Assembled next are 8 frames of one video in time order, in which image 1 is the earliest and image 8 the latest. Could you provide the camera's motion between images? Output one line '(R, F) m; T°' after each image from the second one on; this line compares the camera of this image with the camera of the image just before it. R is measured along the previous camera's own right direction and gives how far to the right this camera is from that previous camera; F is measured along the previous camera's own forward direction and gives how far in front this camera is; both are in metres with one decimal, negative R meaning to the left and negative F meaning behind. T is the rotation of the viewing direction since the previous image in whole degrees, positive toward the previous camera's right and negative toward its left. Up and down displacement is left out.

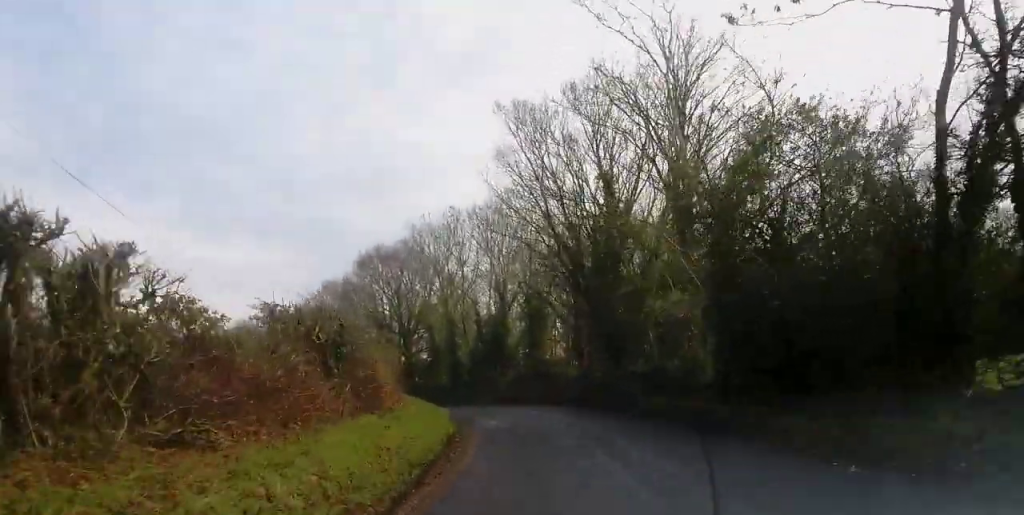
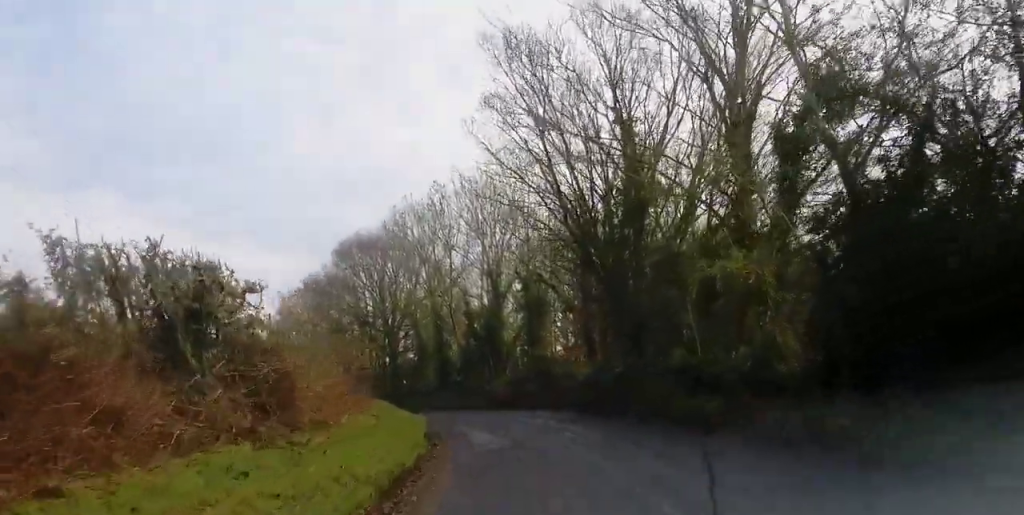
(-0.2, +6.7) m; -4°
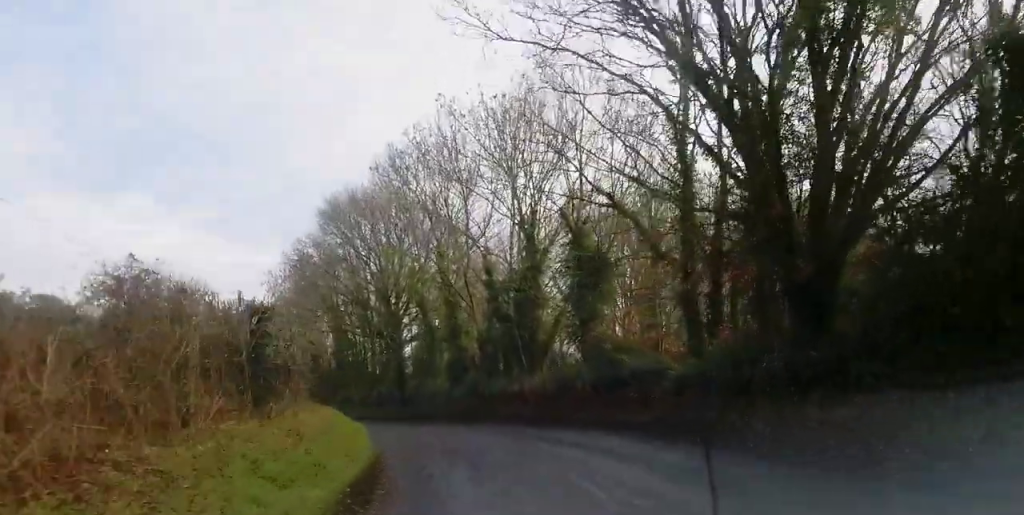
(-0.3, +13.5) m; +3°
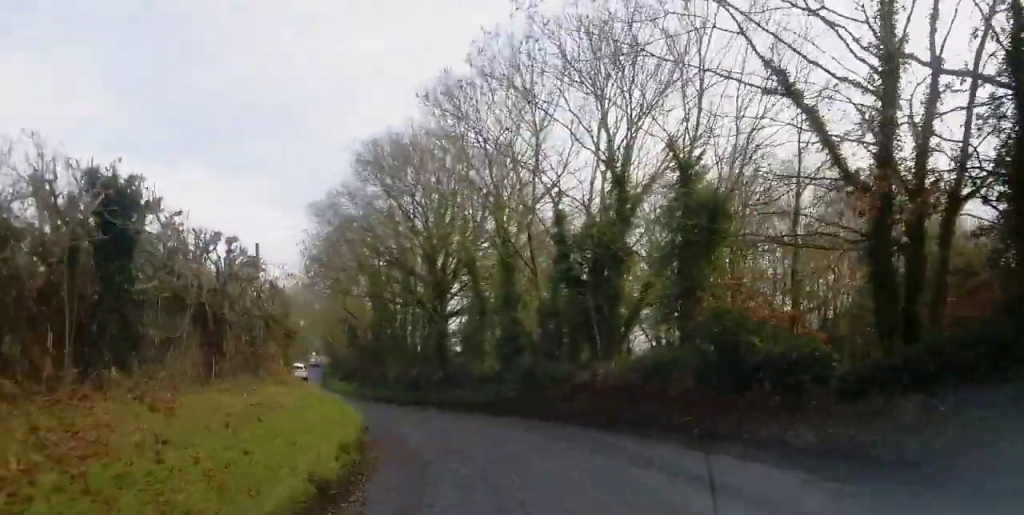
(+0.7, +6.3) m; 0°
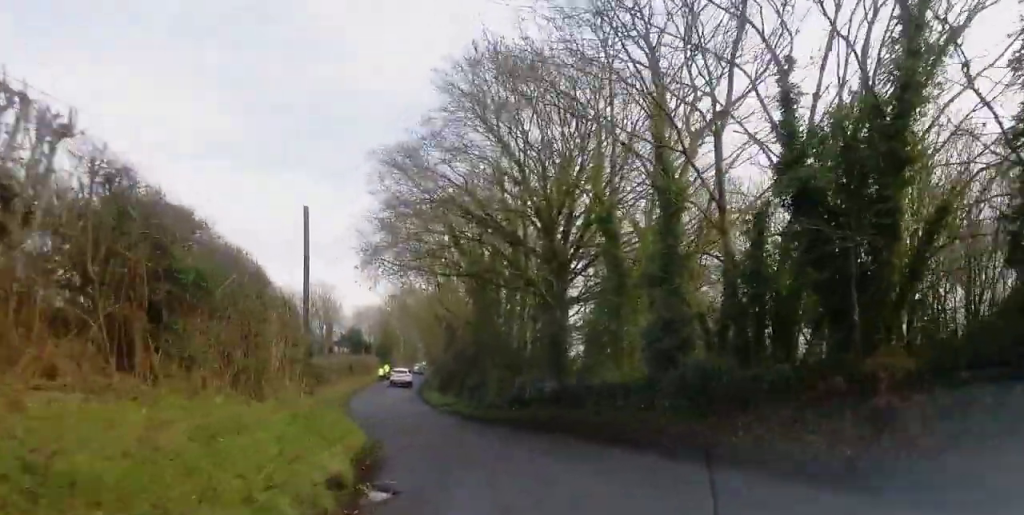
(-0.5, +10.2) m; -8°
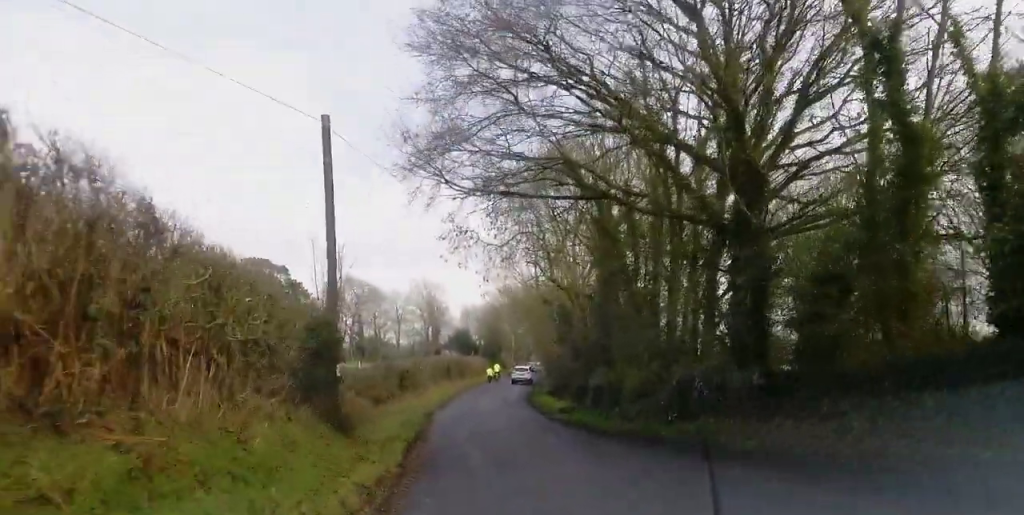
(-1.0, +10.6) m; -9°
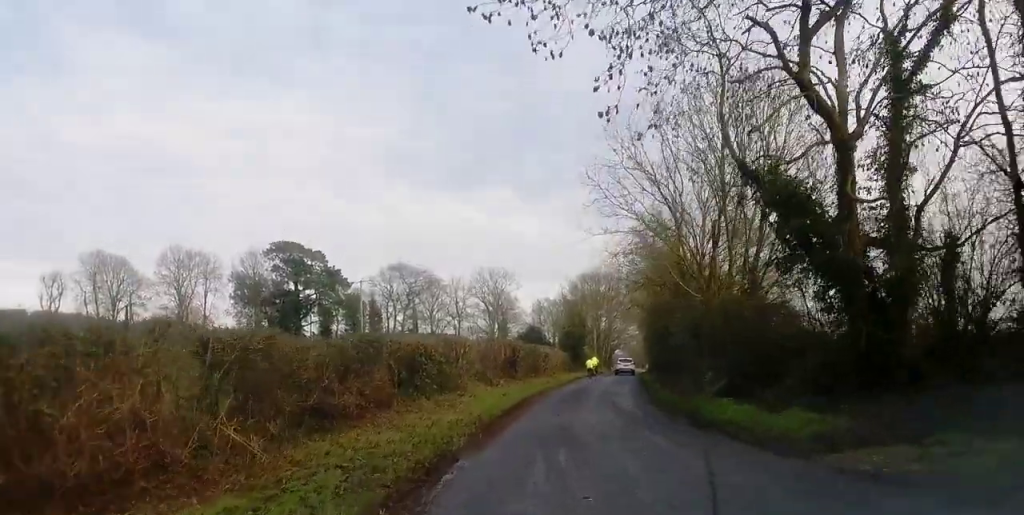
(-1.1, +23.2) m; -1°
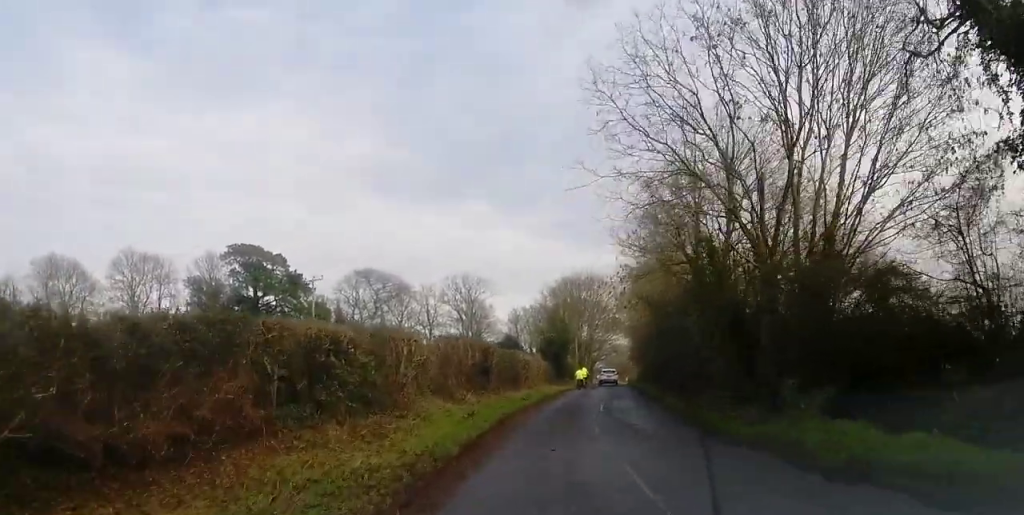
(0.0, +5.4) m; -1°
